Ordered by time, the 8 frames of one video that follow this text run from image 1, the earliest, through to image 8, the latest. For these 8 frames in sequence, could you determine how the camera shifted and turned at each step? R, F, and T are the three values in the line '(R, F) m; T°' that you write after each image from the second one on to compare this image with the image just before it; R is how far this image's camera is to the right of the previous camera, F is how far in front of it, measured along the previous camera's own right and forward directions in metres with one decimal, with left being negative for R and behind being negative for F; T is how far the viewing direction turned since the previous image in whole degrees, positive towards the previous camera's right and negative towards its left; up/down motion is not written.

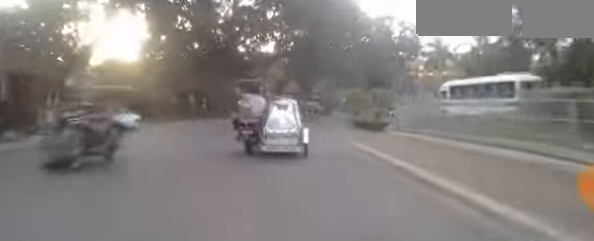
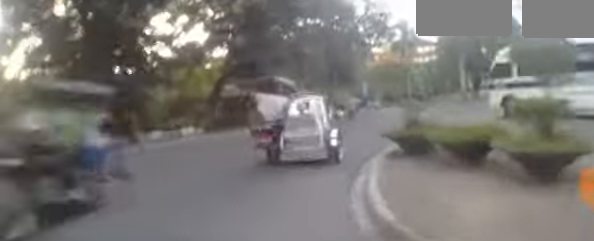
(+1.7, +10.0) m; +18°
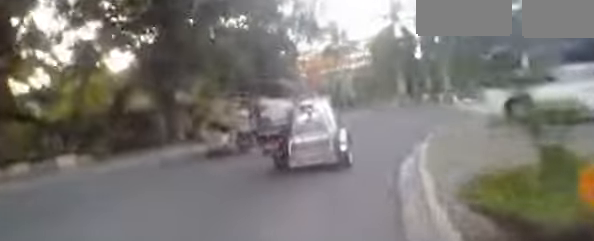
(+0.3, +4.7) m; +6°
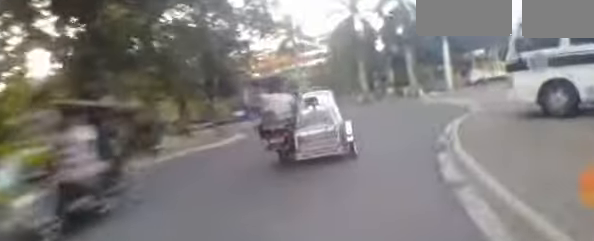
(0.0, +3.1) m; +4°
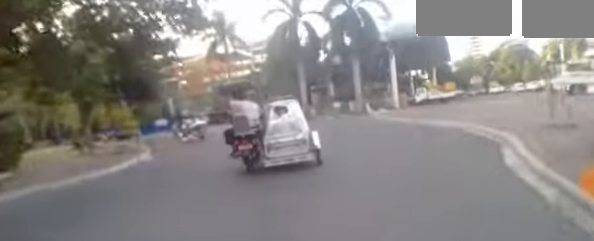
(+0.3, +5.0) m; +14°
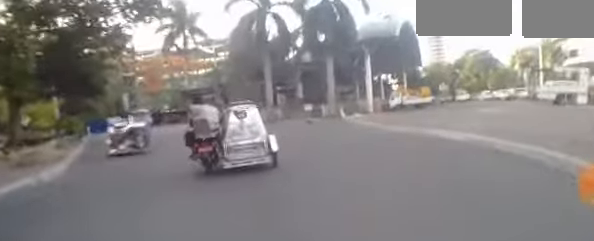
(+0.6, +3.5) m; +7°
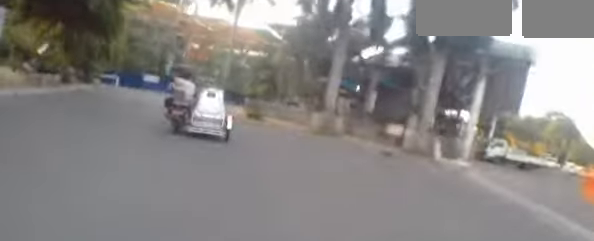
(+1.2, +10.4) m; +5°
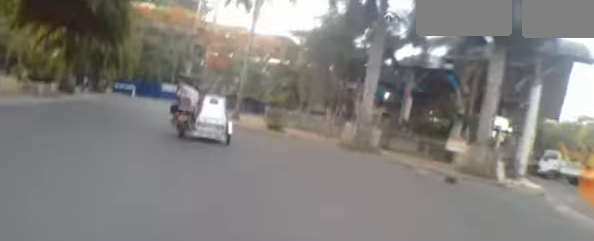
(+0.2, +3.2) m; -8°
